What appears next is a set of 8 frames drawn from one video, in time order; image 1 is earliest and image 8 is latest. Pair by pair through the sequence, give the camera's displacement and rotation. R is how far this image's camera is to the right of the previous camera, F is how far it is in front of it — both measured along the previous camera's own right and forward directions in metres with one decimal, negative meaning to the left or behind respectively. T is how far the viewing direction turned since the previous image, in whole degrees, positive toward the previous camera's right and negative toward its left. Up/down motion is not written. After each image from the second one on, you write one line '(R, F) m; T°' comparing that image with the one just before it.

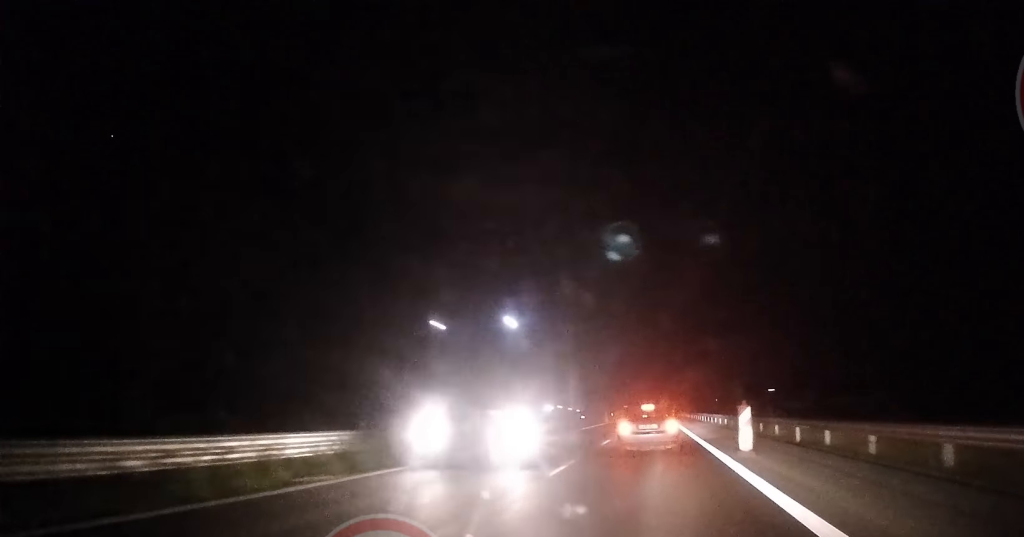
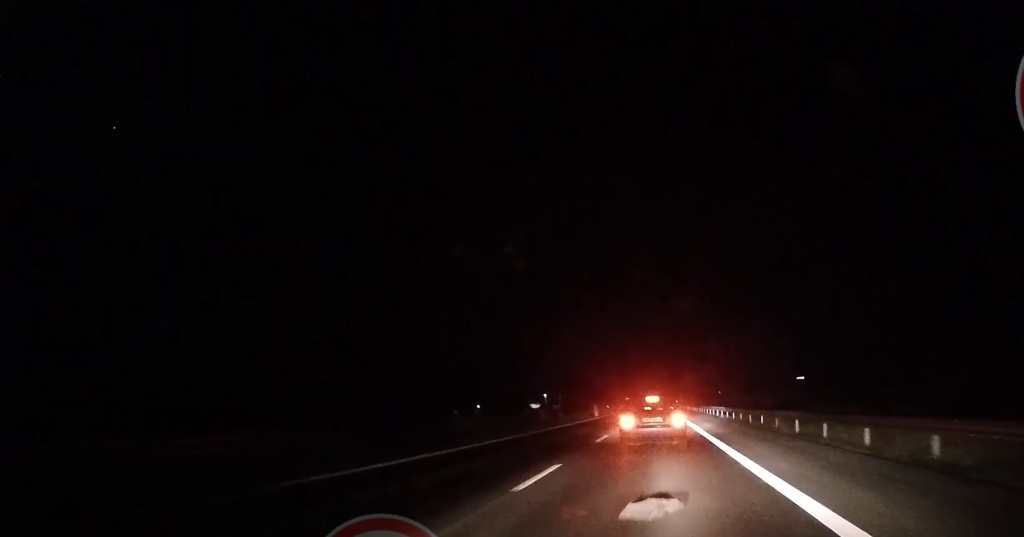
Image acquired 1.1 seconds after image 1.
(0.0, +14.9) m; 0°
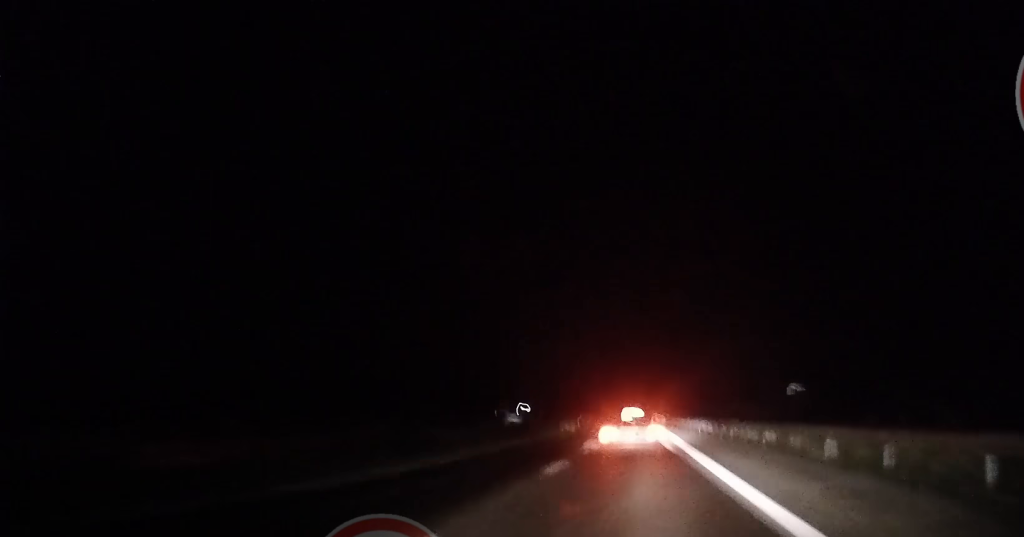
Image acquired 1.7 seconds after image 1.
(0.0, +8.4) m; -1°
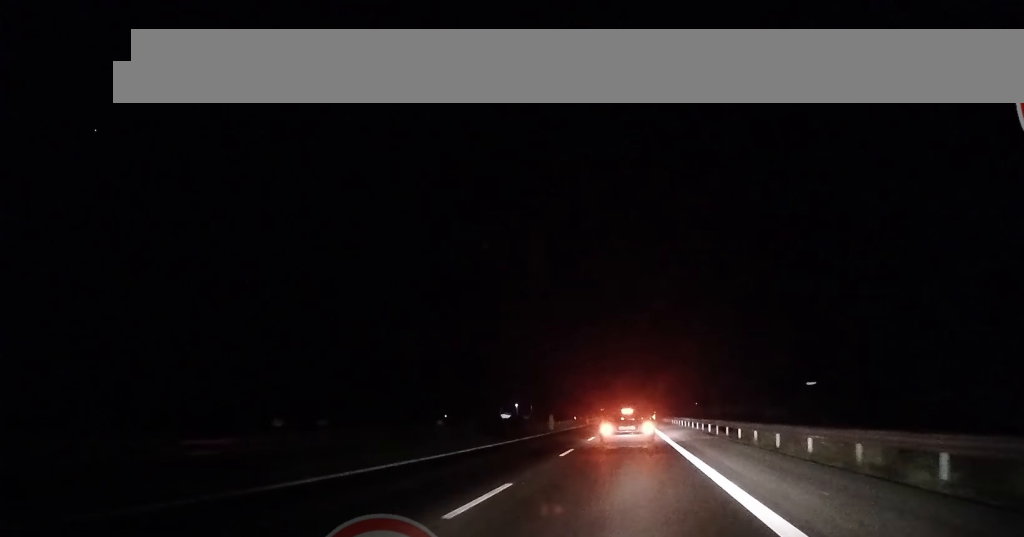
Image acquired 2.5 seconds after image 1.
(-0.2, +8.6) m; 0°
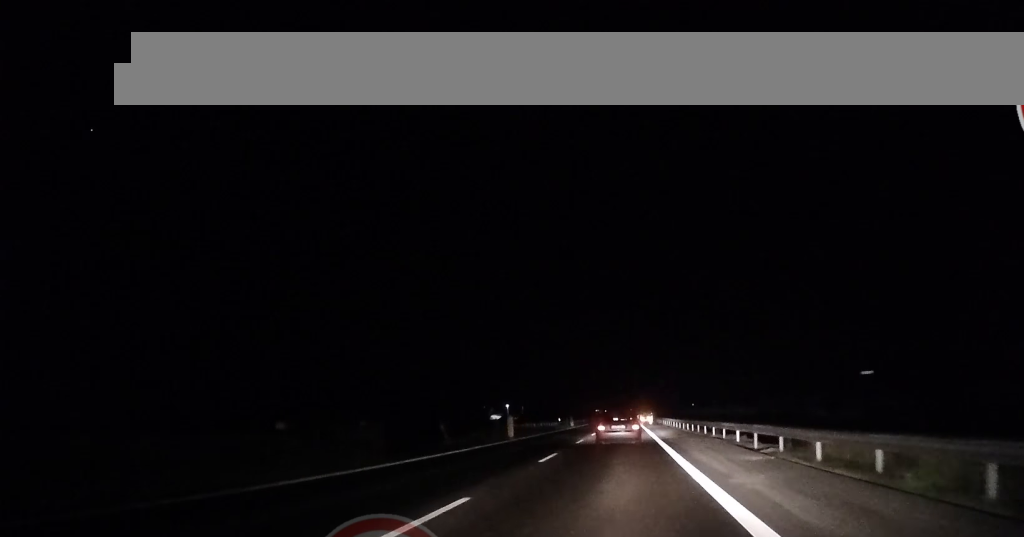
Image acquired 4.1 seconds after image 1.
(+0.5, +15.0) m; +4°
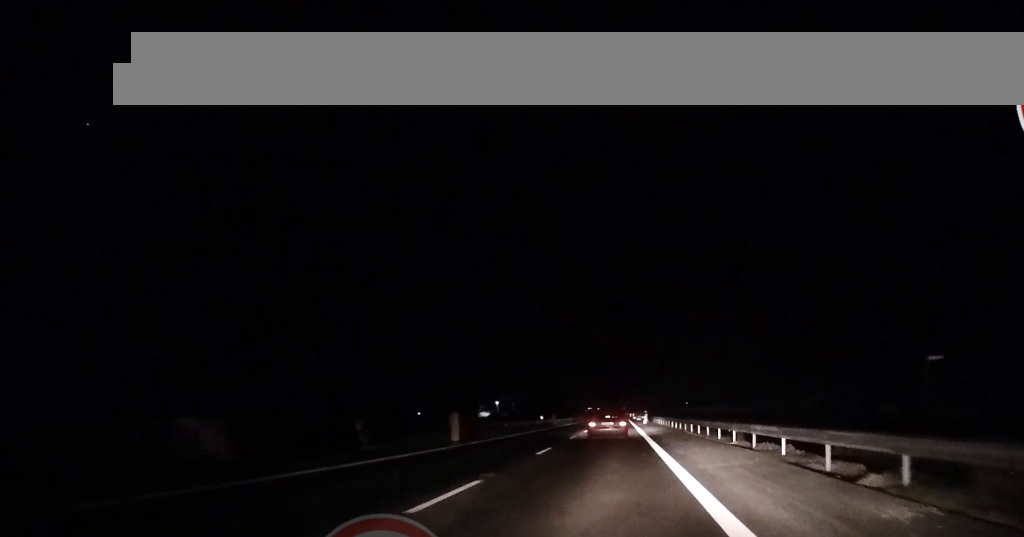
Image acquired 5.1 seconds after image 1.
(0.0, +8.9) m; 0°
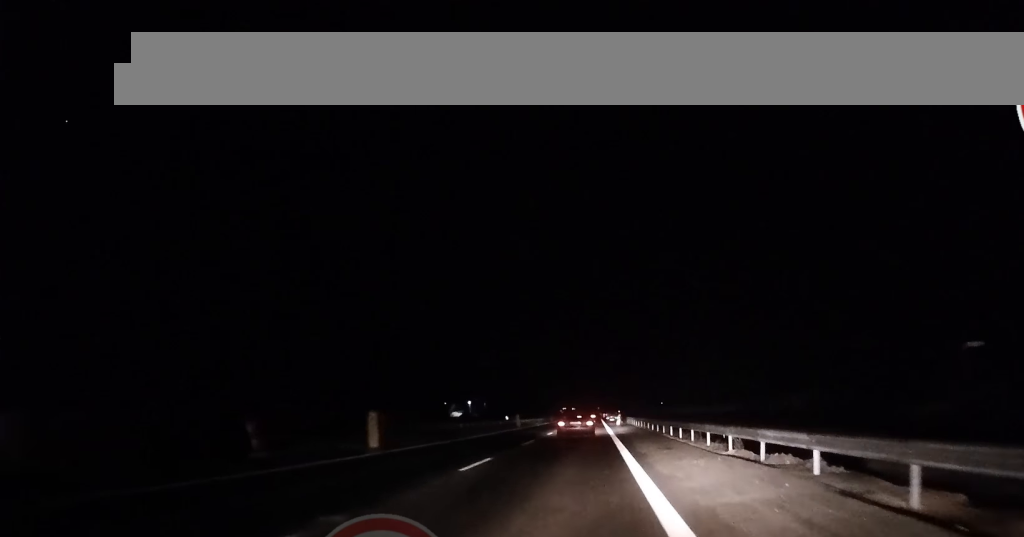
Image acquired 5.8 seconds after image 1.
(0.0, +5.2) m; 0°
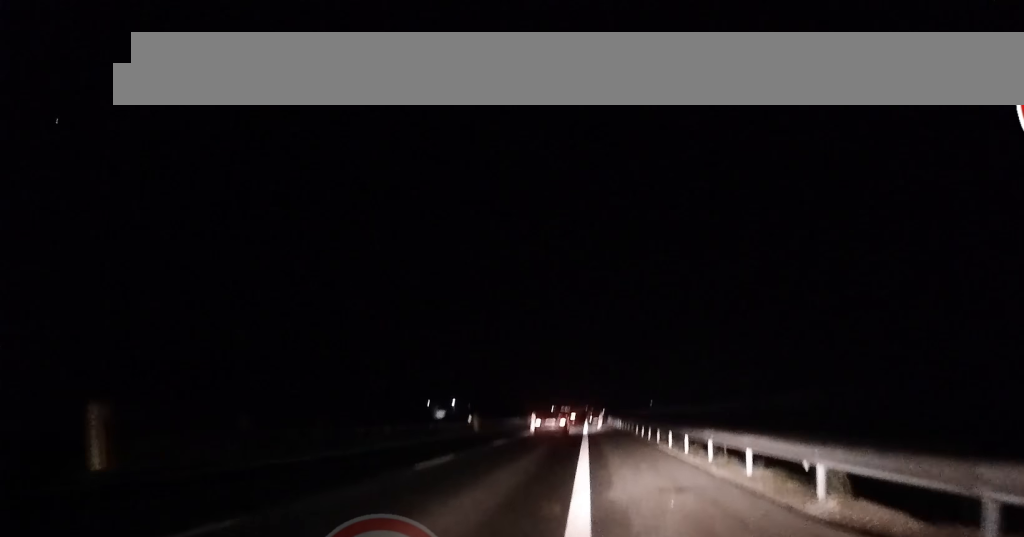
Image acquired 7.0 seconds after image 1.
(+0.1, +10.2) m; +2°
